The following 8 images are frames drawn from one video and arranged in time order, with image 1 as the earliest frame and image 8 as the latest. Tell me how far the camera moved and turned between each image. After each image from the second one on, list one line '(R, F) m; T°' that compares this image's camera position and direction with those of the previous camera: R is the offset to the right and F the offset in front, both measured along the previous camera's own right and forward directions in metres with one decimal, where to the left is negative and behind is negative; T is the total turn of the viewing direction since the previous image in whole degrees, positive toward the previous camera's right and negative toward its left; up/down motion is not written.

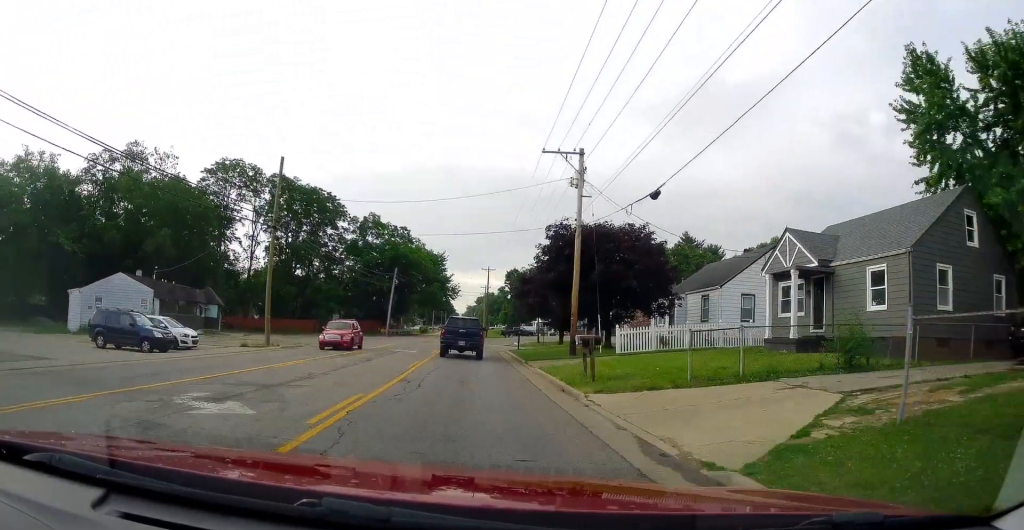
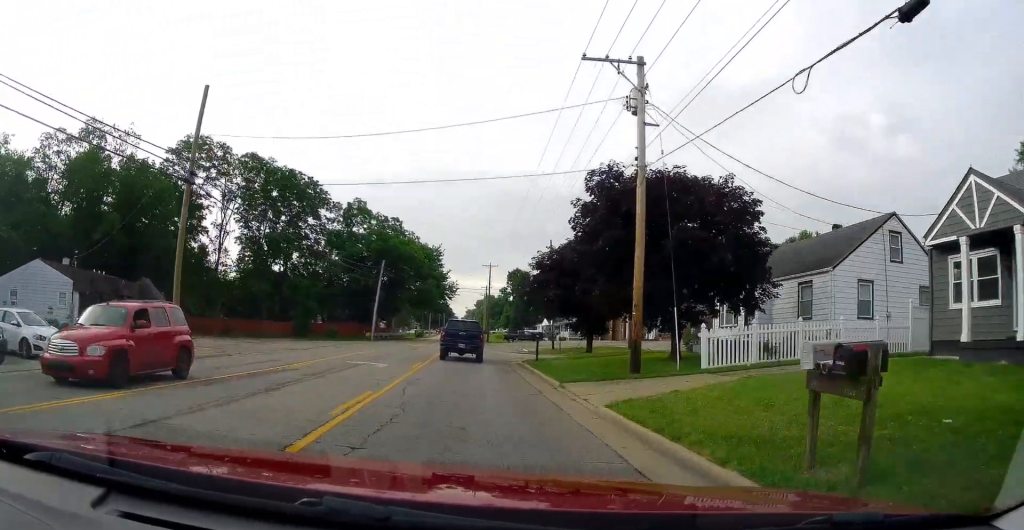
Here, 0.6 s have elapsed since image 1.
(0.0, +10.3) m; 0°
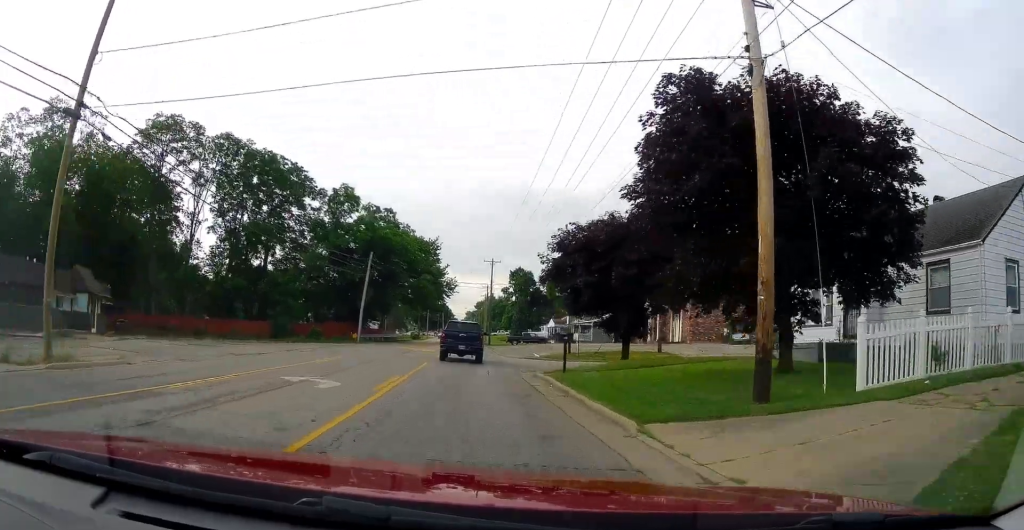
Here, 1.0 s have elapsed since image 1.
(+0.2, +8.0) m; +1°
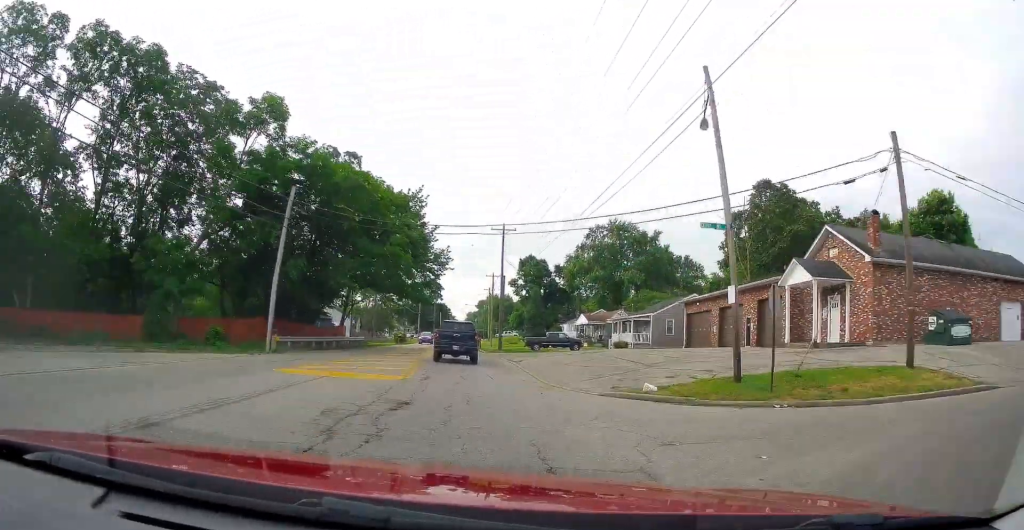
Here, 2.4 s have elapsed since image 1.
(+0.2, +26.0) m; -1°
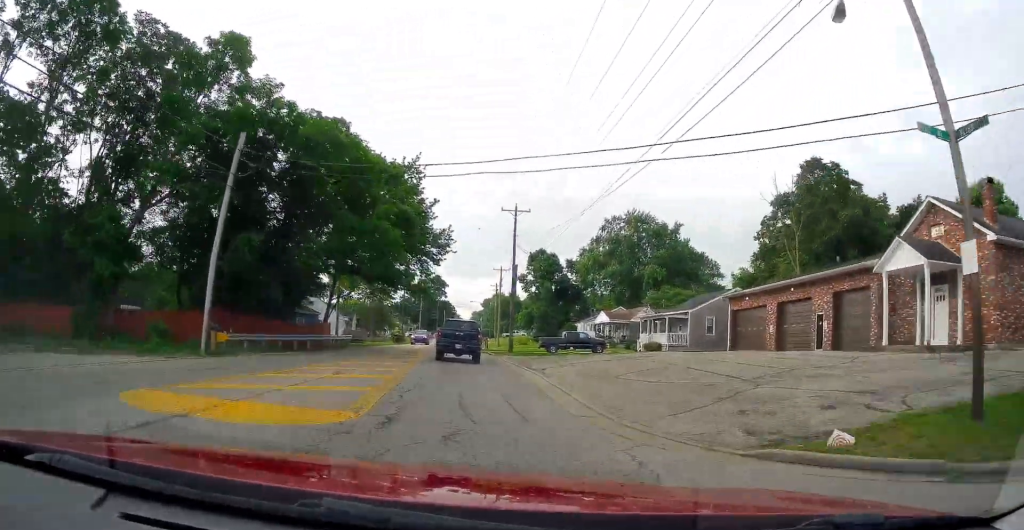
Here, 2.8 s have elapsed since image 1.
(-0.2, +8.5) m; 0°
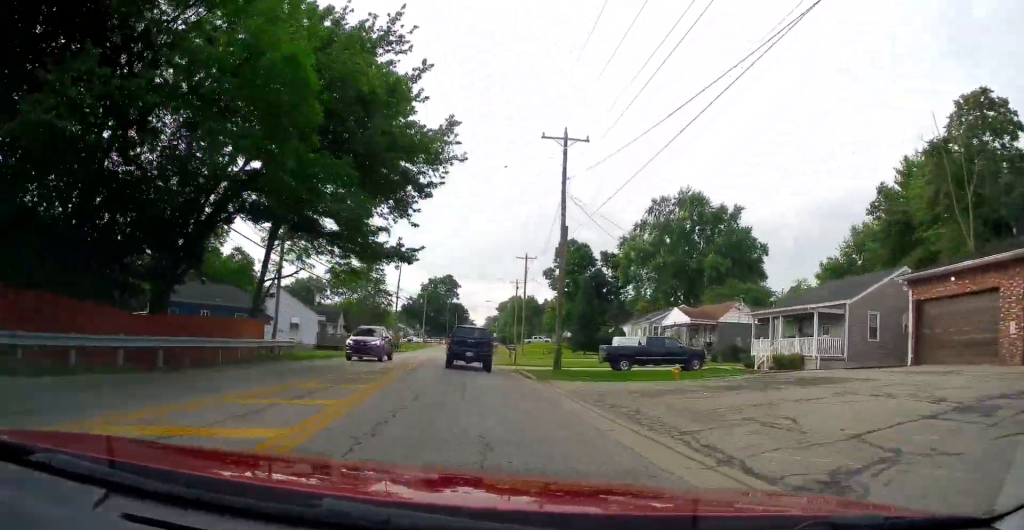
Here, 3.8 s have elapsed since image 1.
(+0.1, +19.7) m; 0°
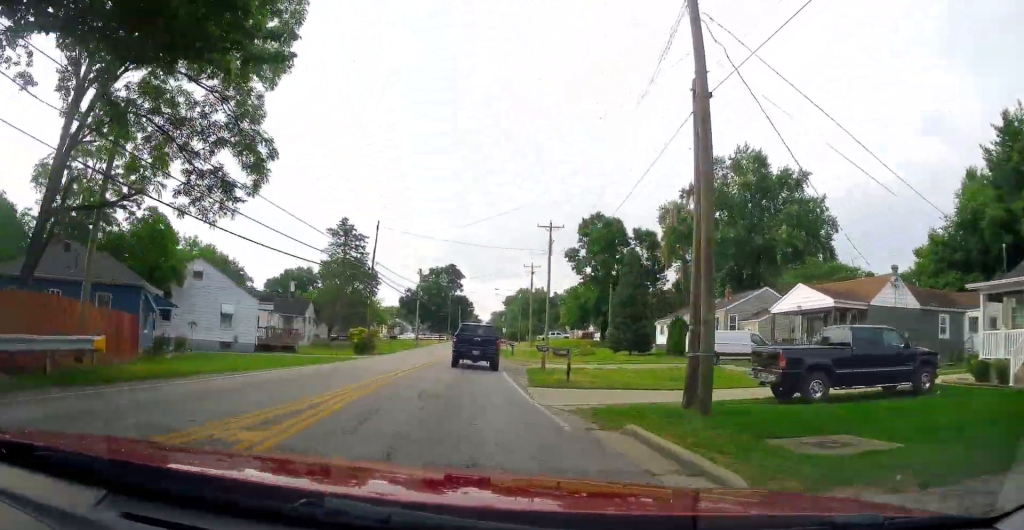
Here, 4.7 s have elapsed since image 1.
(0.0, +17.7) m; -1°
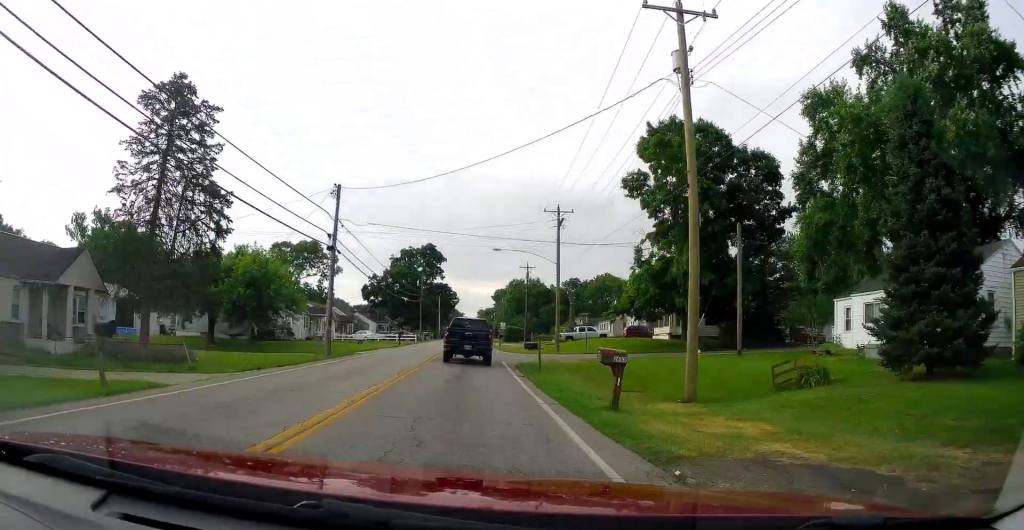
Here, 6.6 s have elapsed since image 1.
(0.0, +36.7) m; +1°
